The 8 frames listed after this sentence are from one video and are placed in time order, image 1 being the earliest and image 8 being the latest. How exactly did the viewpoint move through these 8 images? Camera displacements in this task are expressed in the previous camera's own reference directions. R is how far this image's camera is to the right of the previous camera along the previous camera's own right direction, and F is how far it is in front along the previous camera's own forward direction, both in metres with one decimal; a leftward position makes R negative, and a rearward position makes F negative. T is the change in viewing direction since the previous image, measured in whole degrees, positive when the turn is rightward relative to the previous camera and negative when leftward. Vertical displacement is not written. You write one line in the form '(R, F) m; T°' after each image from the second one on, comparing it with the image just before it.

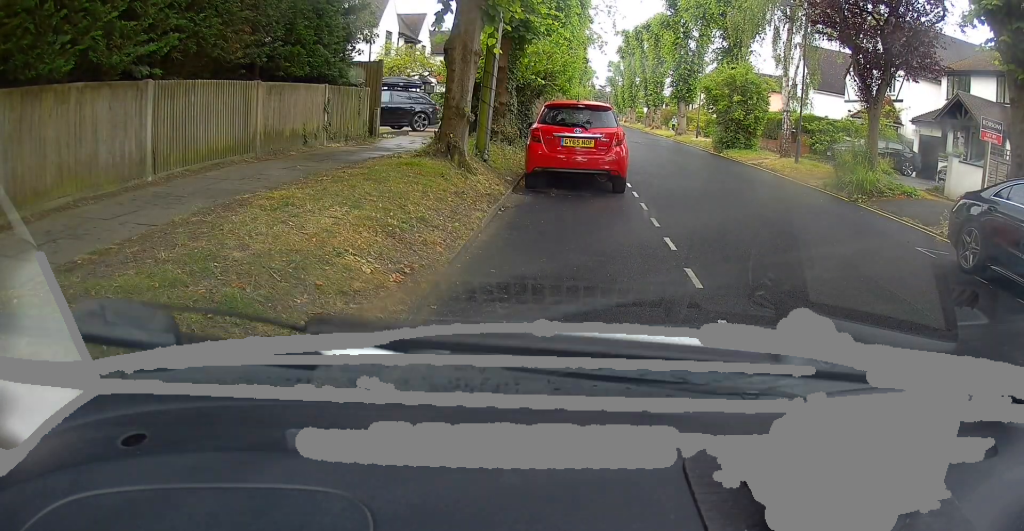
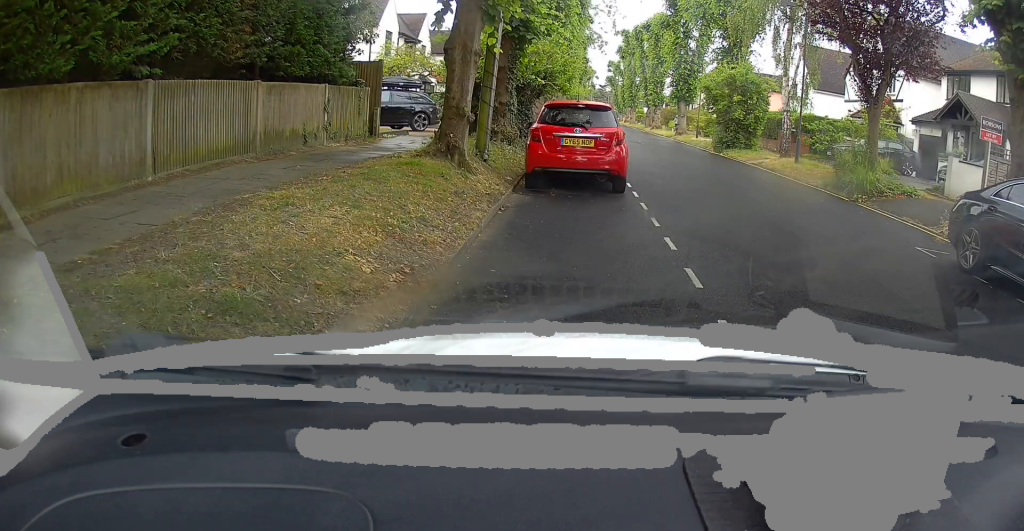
(0.0, 0.0) m; 0°
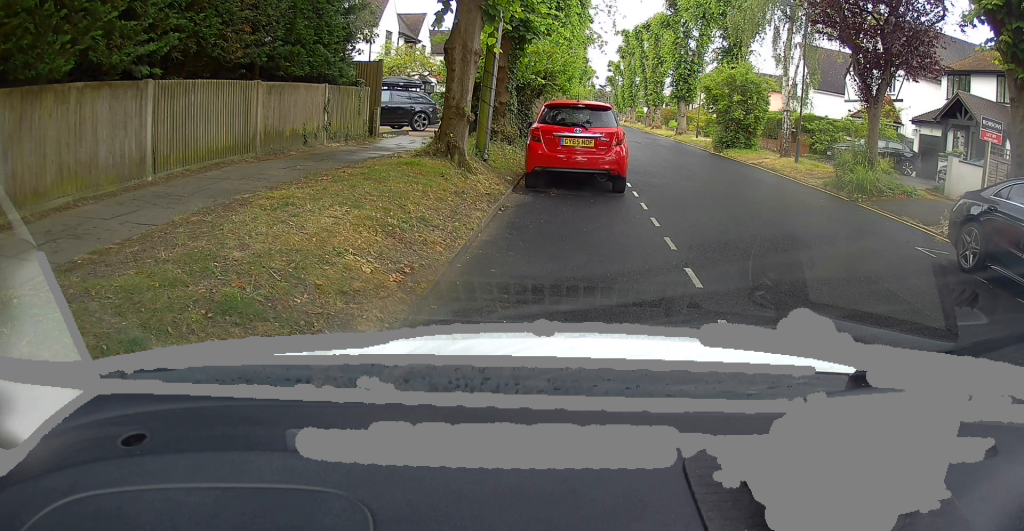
(0.0, 0.0) m; 0°
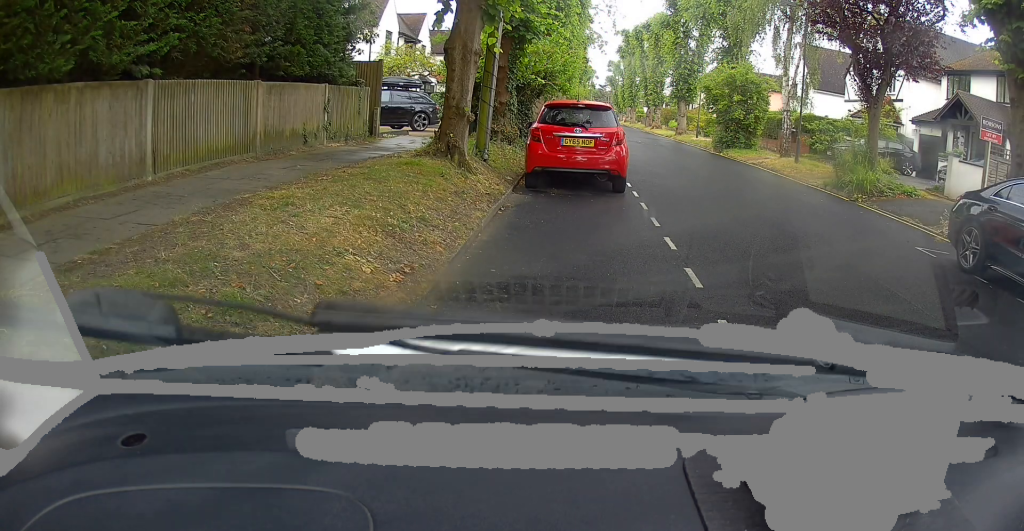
(0.0, 0.0) m; 0°
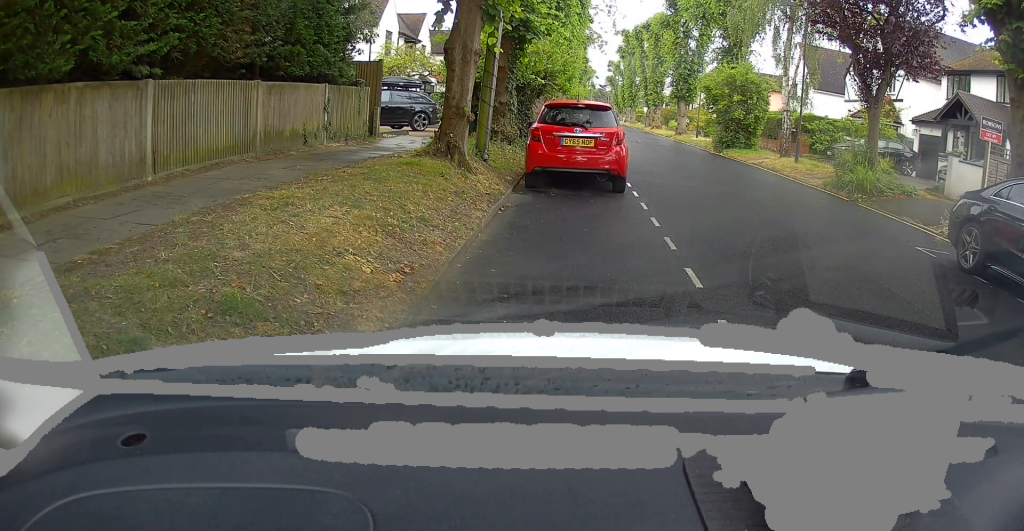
(0.0, 0.0) m; 0°
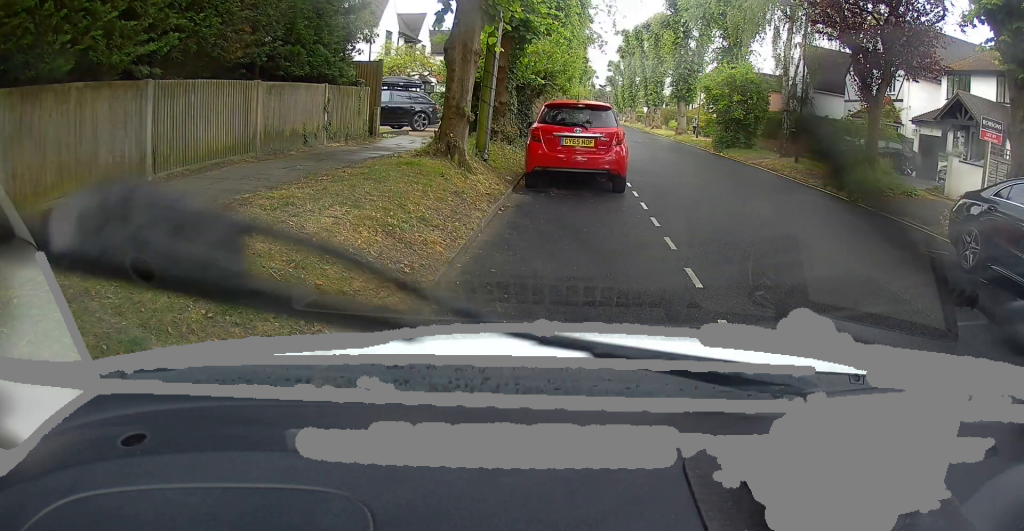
(0.0, 0.0) m; 0°
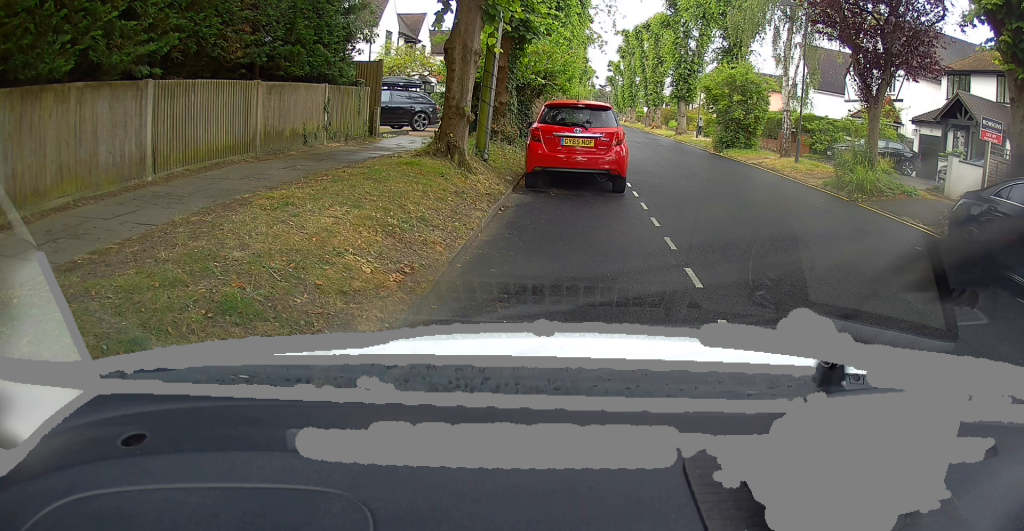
(0.0, 0.0) m; 0°
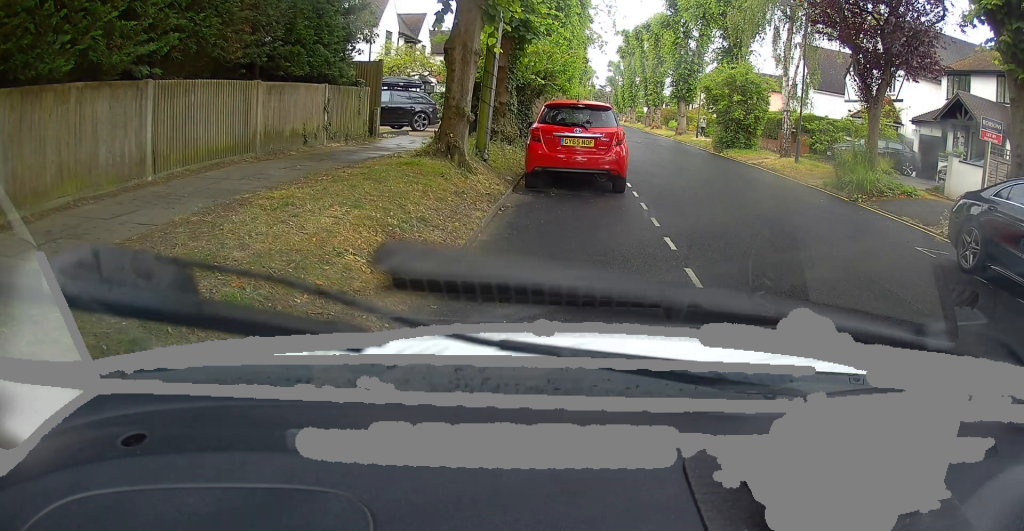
(0.0, 0.0) m; 0°
